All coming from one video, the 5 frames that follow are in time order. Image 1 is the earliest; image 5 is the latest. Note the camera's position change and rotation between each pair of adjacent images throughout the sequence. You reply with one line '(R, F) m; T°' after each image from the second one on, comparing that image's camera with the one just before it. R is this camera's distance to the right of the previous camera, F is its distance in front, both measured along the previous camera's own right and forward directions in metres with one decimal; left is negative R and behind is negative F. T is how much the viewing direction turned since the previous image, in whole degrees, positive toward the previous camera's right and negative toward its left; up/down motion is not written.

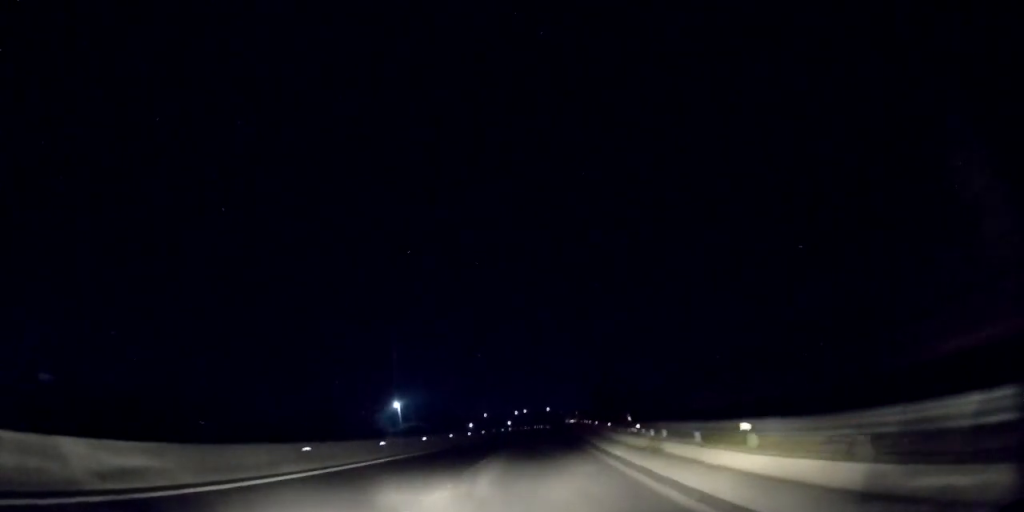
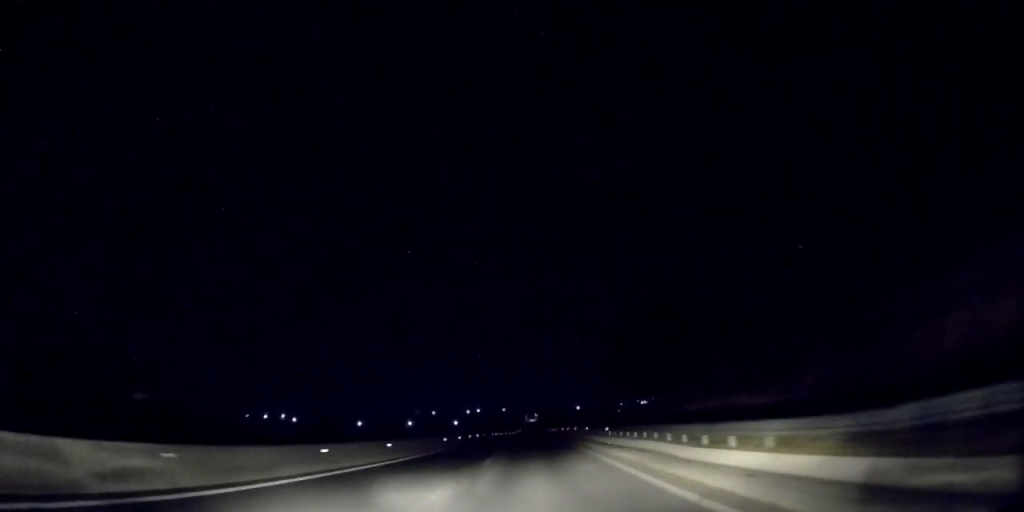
(+4.1, +86.4) m; +3°
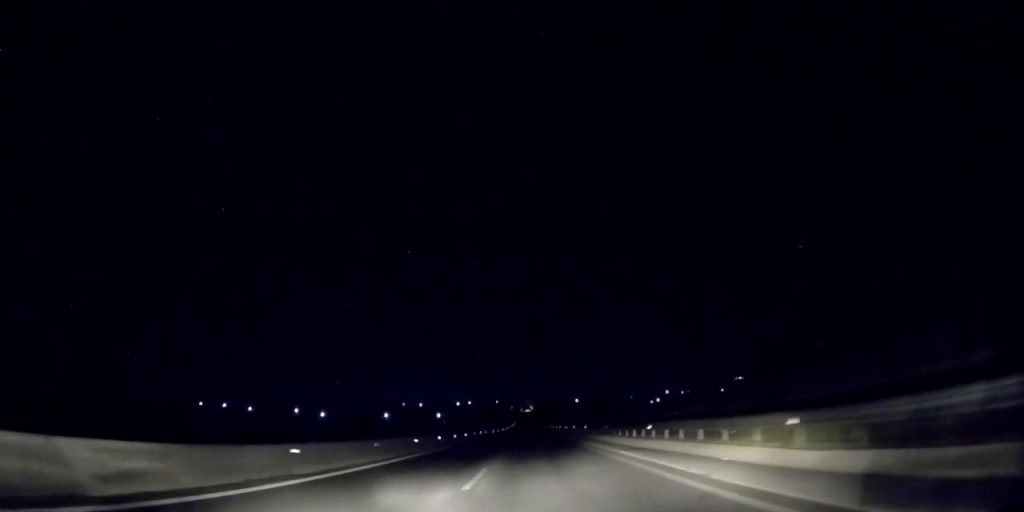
(0.0, +58.6) m; 0°
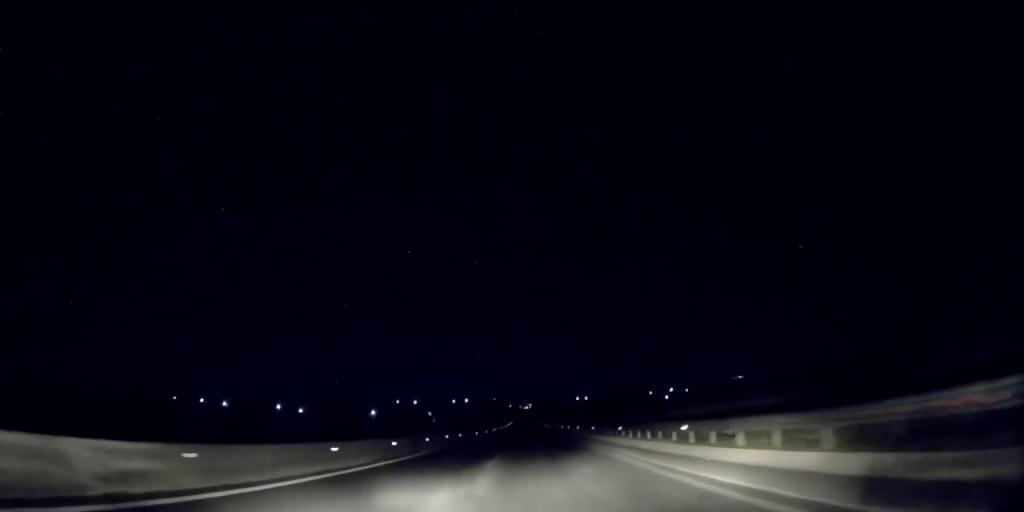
(-0.2, +29.0) m; +1°
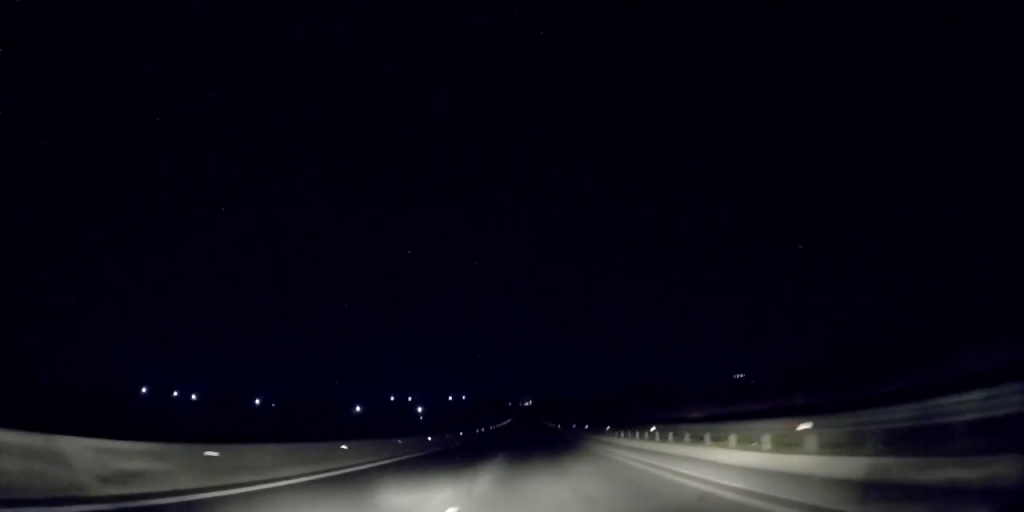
(+0.4, +31.8) m; 0°
